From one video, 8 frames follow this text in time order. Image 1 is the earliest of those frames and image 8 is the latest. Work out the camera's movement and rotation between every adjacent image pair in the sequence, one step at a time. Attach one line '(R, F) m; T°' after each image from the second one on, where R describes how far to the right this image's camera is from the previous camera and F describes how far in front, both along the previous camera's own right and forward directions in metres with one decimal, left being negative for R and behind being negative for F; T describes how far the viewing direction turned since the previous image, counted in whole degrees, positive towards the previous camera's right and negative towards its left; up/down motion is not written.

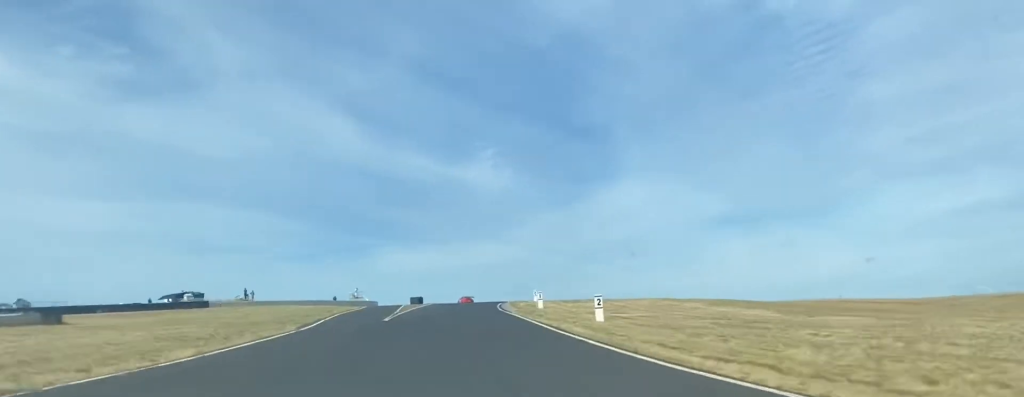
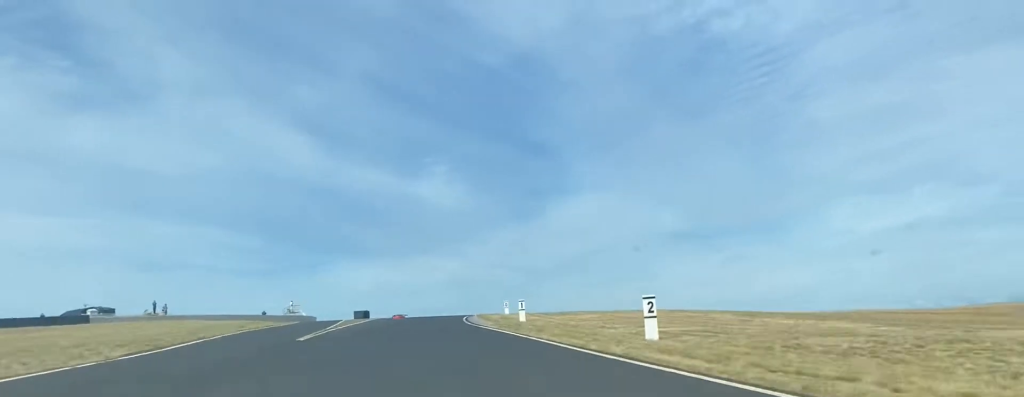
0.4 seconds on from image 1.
(-0.1, +18.9) m; +3°
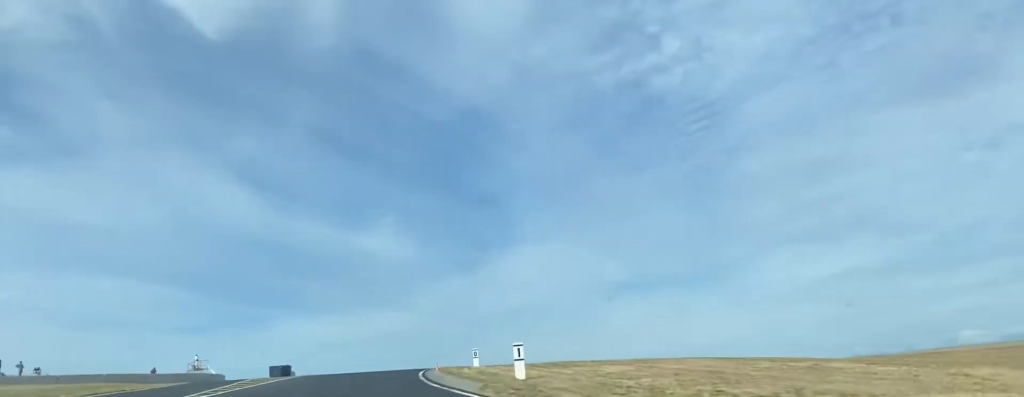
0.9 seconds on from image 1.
(+1.4, +21.5) m; +2°
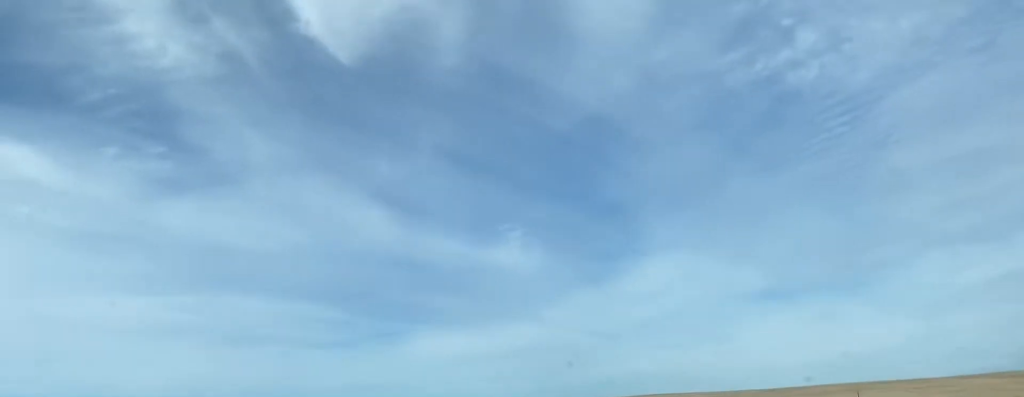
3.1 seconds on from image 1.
(-1.1, +86.3) m; -14°
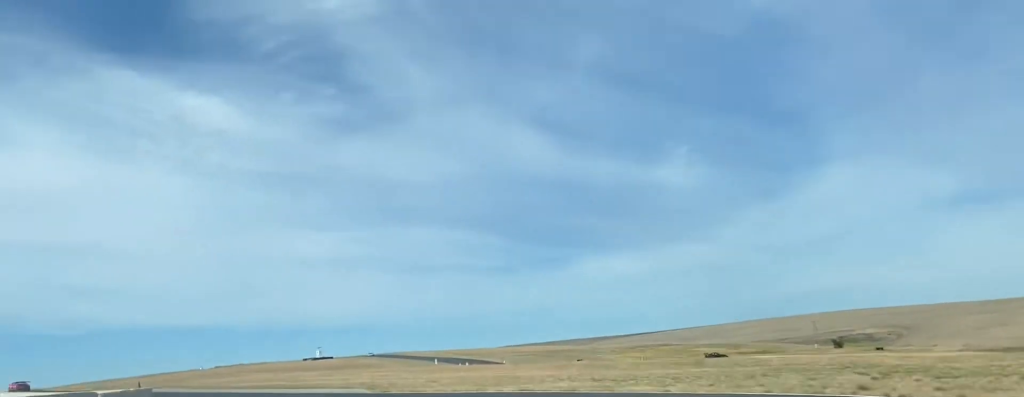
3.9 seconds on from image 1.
(-3.6, +25.0) m; -17°
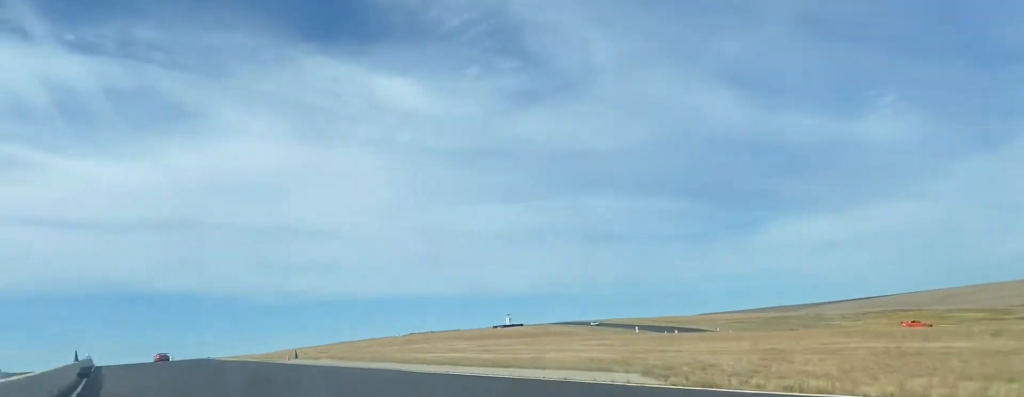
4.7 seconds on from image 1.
(-3.7, +23.4) m; -15°
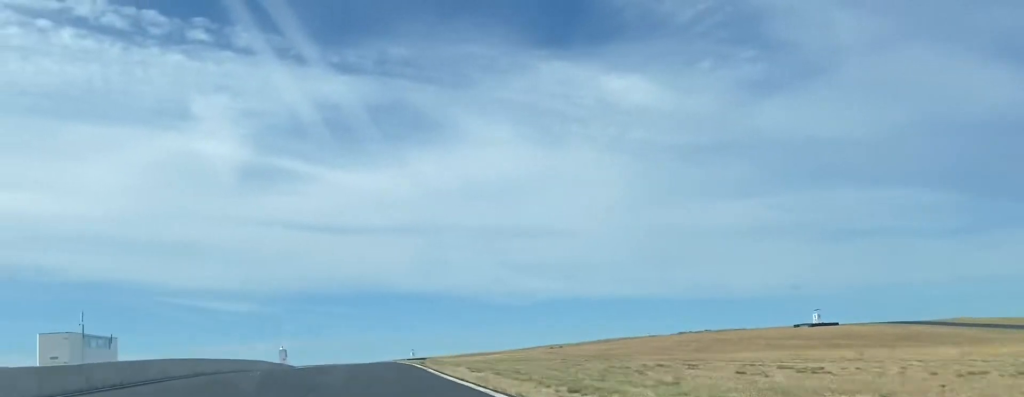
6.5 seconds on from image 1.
(-9.5, +57.7) m; -13°
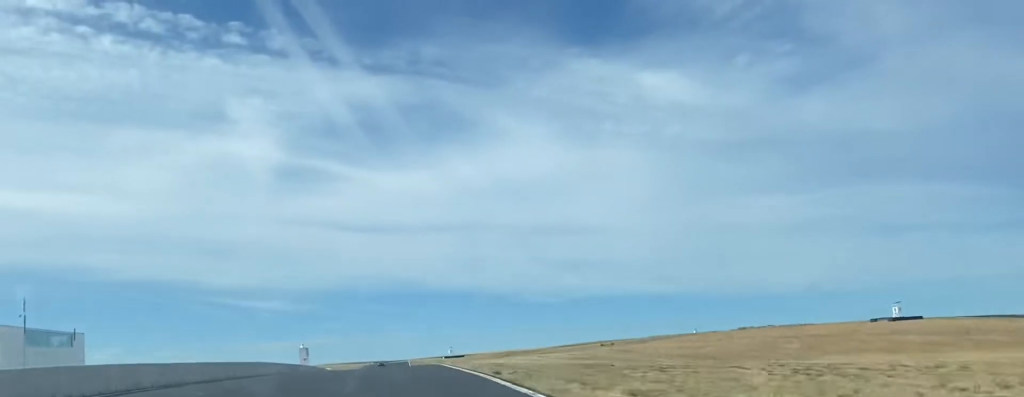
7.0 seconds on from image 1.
(-0.5, +18.1) m; 0°
